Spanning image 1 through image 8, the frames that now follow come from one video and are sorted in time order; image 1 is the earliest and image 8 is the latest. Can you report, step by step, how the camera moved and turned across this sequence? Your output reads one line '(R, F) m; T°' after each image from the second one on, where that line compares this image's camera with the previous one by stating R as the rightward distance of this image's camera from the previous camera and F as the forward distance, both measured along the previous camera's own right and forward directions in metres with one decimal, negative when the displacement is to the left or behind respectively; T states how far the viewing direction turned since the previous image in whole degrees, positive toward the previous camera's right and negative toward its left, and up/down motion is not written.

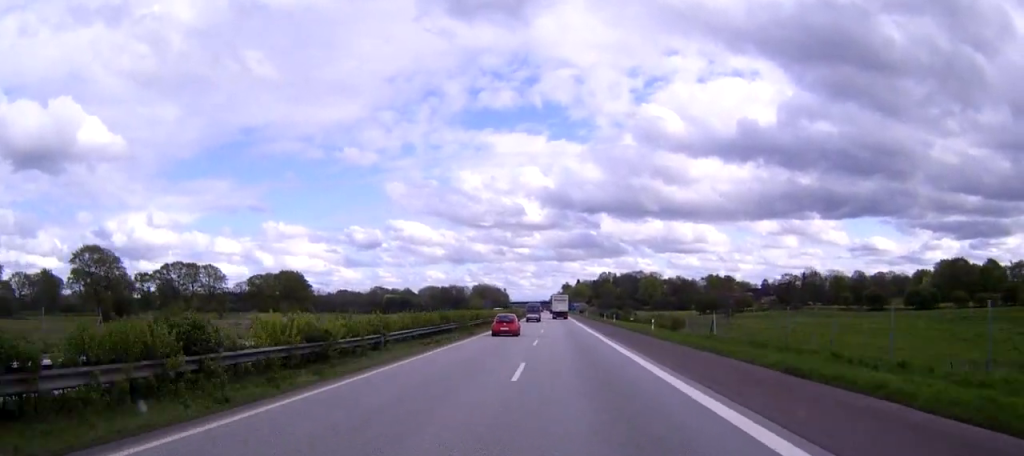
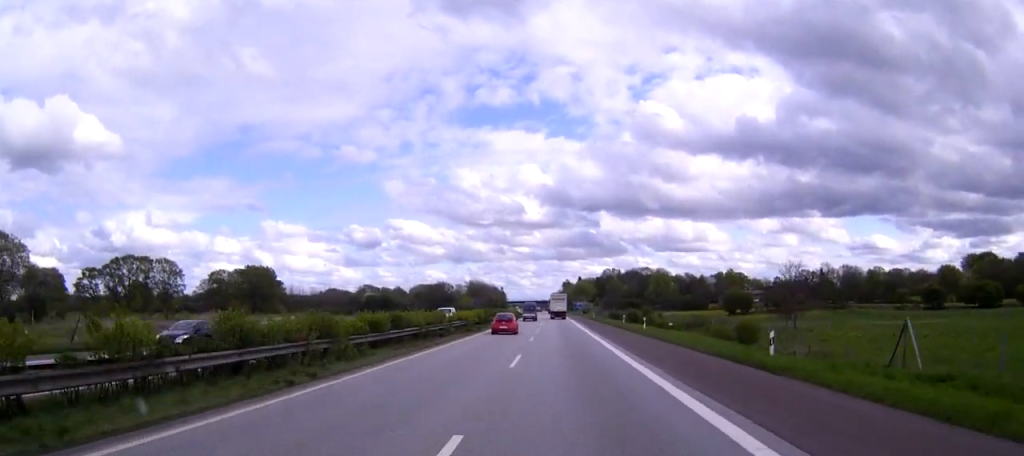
(0.0, +31.7) m; 0°
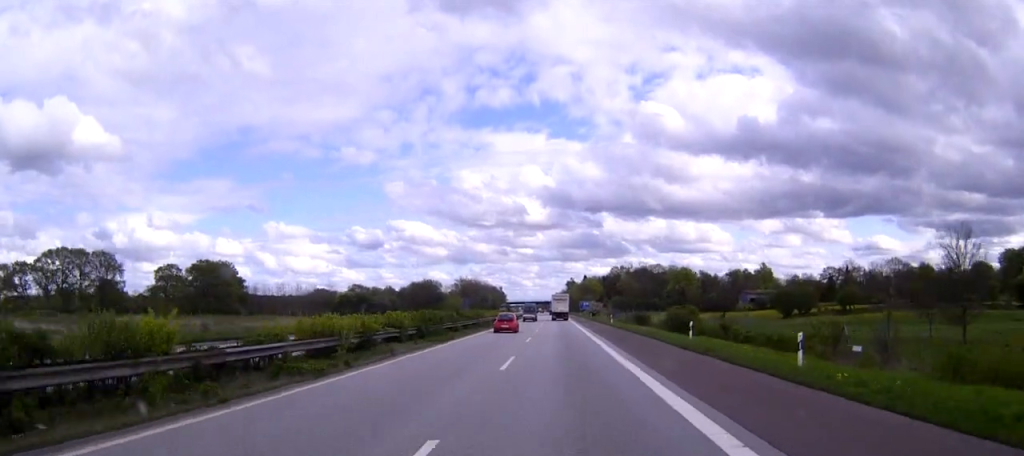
(0.0, +36.4) m; 0°
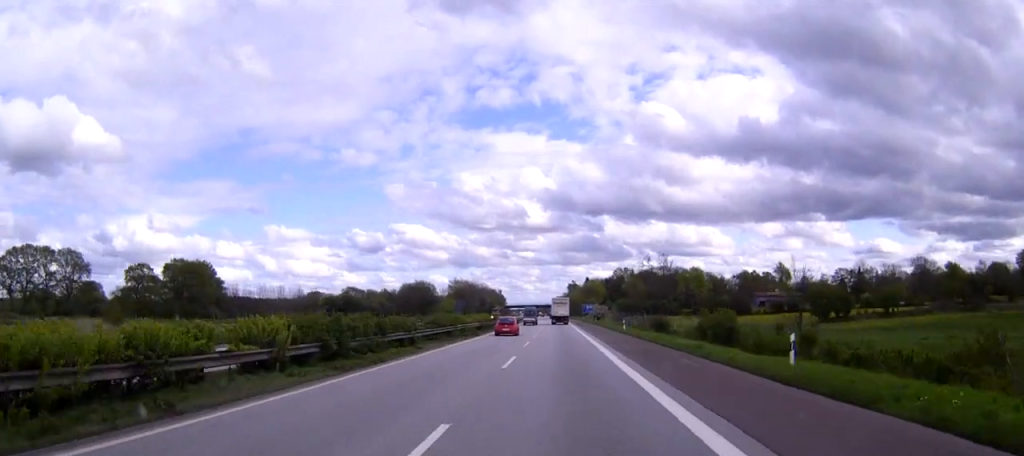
(0.0, +16.3) m; 0°
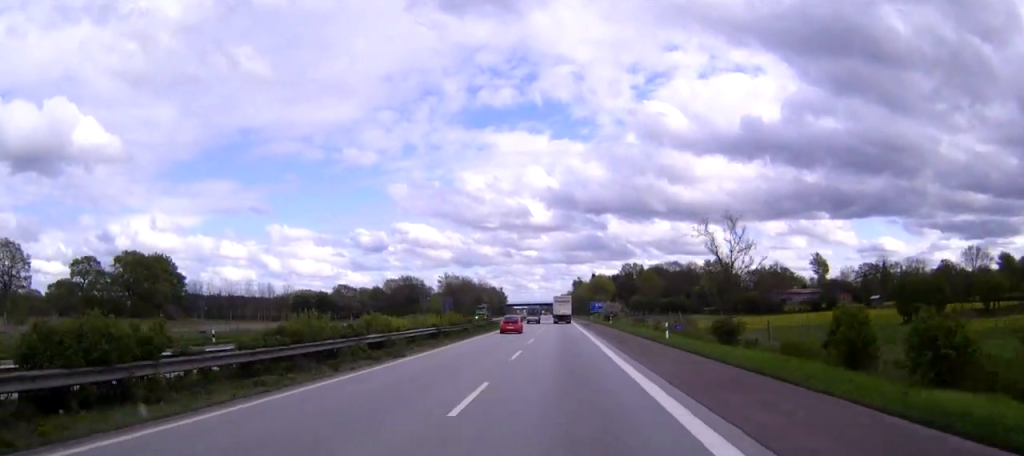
(0.0, +26.8) m; 0°
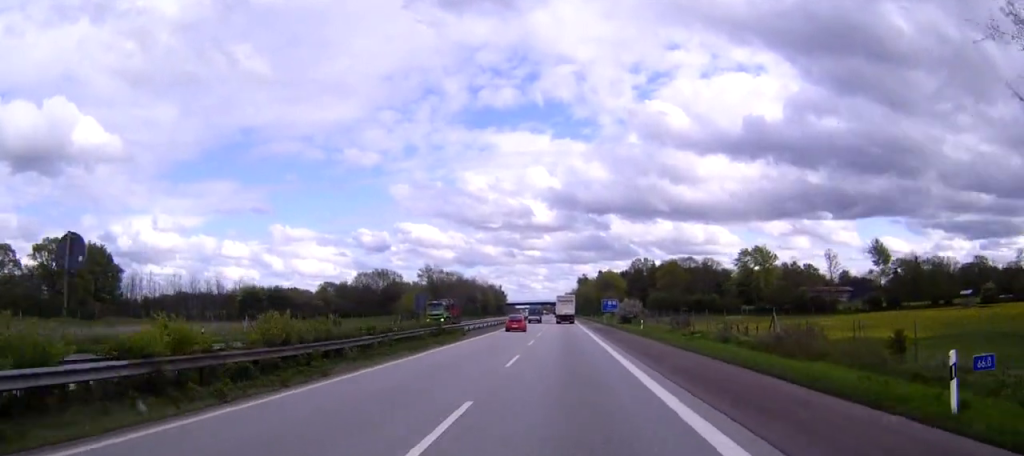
(-0.2, +33.5) m; 0°
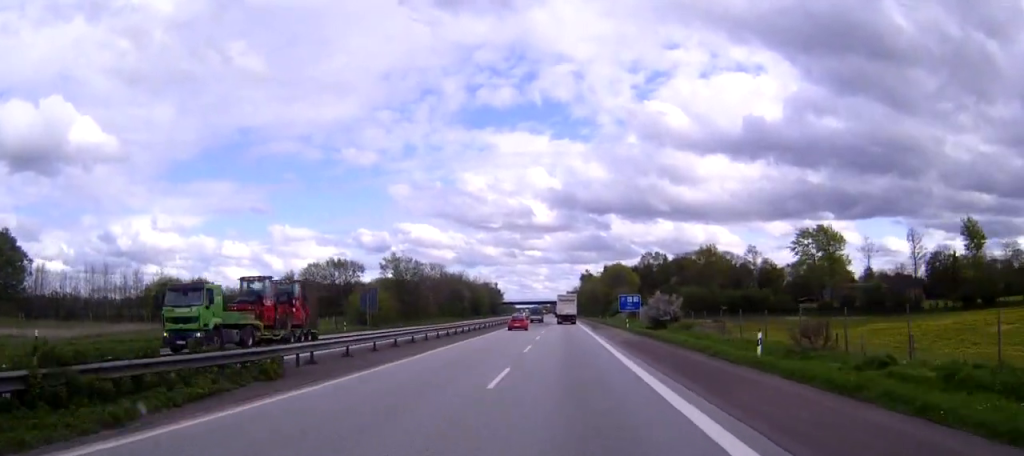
(0.0, +36.3) m; 0°
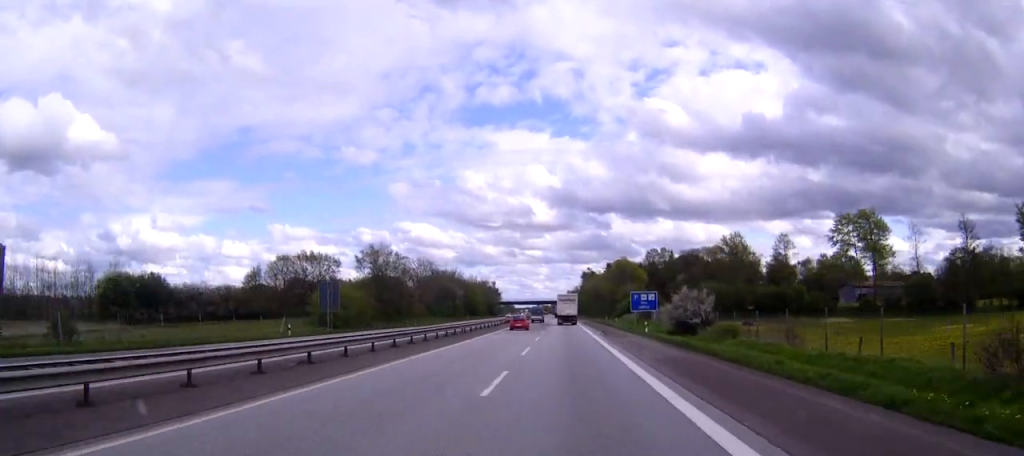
(0.0, +16.2) m; 0°
